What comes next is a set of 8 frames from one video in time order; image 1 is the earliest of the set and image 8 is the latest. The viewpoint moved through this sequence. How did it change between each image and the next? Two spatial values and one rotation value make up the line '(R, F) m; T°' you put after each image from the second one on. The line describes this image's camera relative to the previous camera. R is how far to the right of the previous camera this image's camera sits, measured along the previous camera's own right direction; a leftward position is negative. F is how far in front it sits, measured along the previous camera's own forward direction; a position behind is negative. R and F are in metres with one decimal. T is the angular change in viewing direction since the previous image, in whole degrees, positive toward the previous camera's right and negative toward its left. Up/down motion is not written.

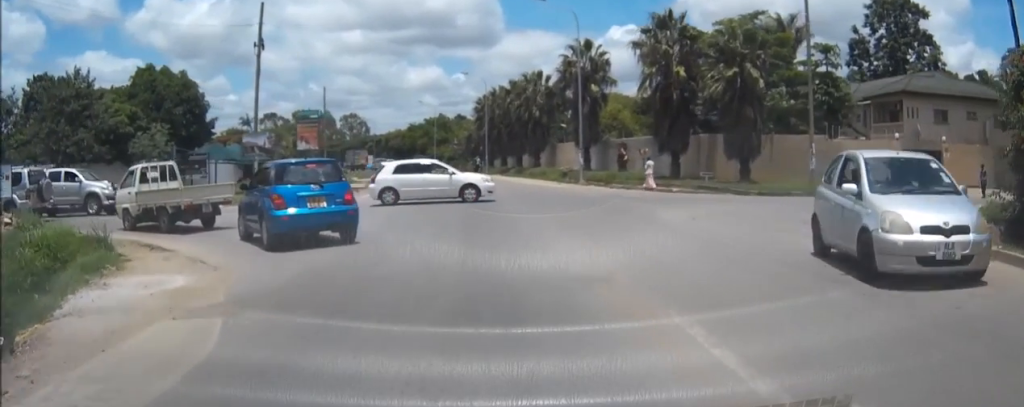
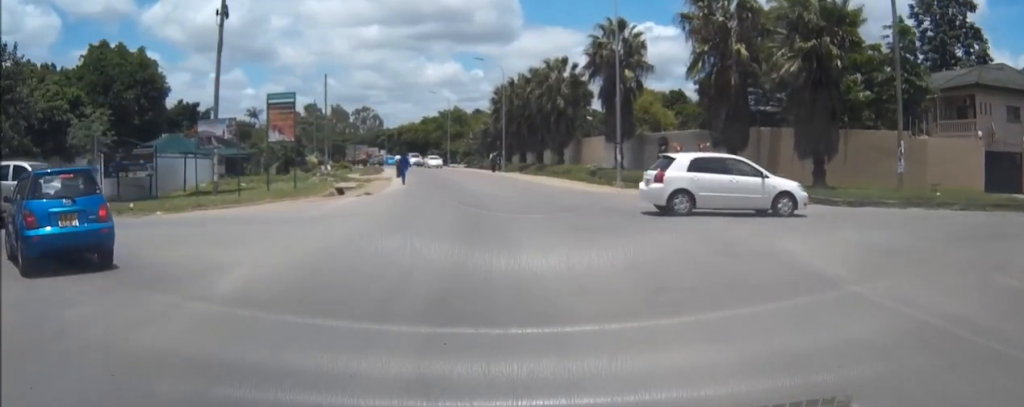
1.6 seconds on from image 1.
(+0.1, +7.7) m; 0°
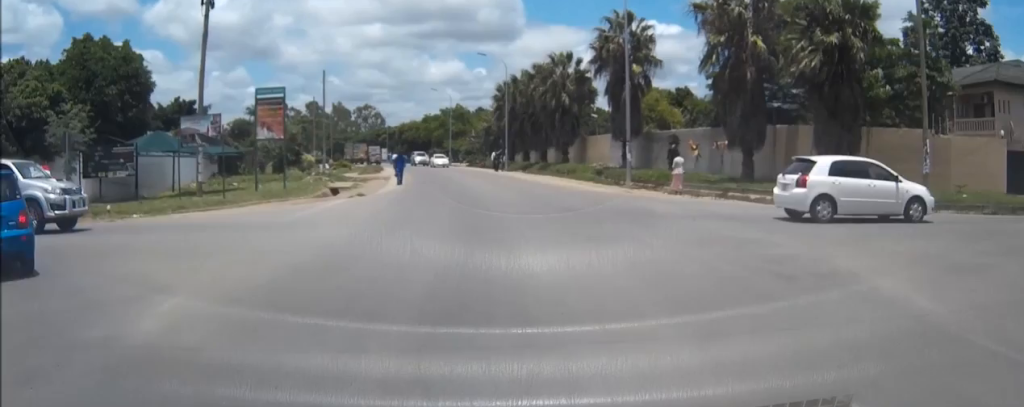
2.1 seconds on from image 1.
(0.0, +2.0) m; -1°
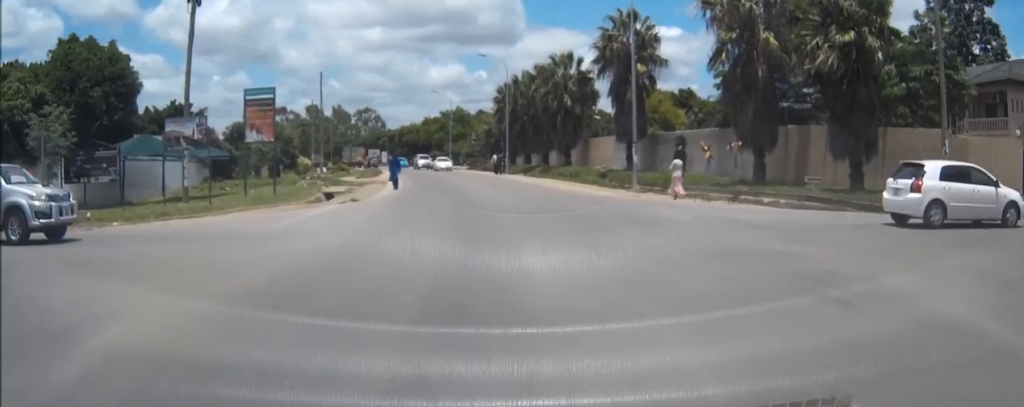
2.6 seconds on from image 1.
(-0.1, +1.4) m; 0°
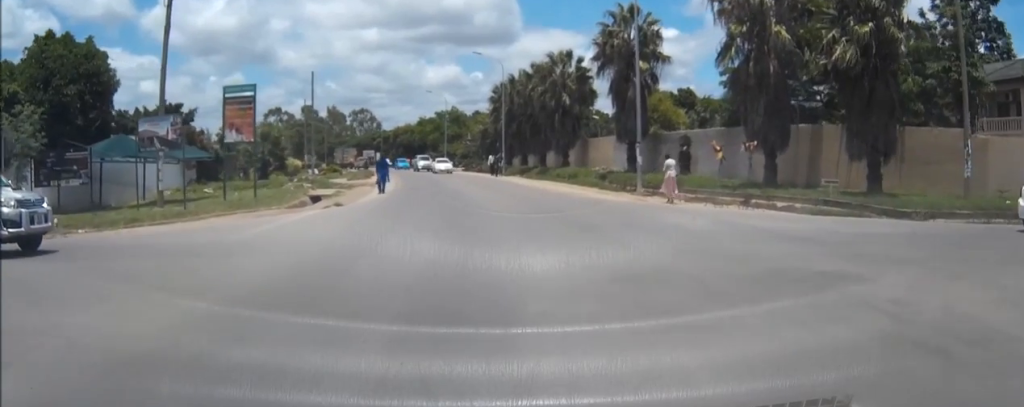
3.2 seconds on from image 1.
(-0.1, +2.0) m; +2°
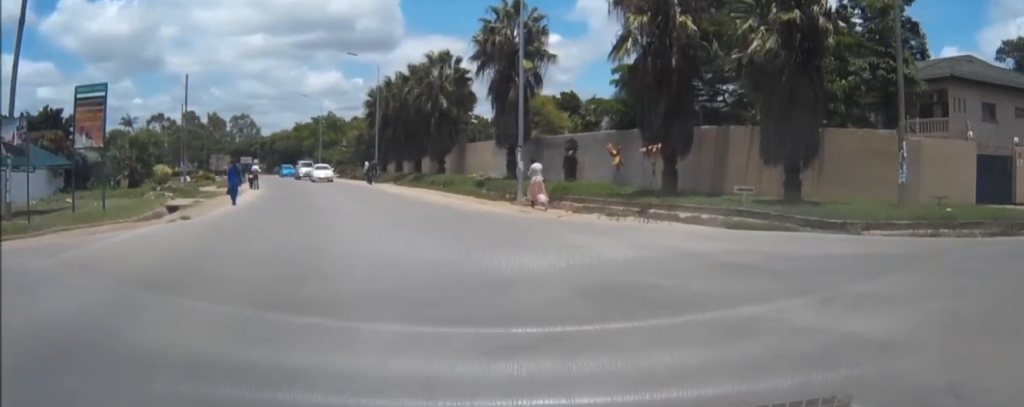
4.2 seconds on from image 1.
(+0.3, +3.0) m; +12°
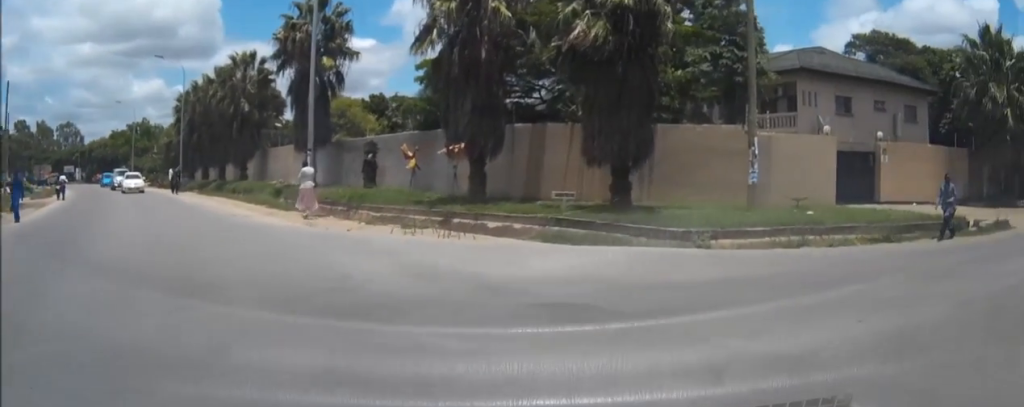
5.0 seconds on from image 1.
(+0.1, +2.5) m; +12°
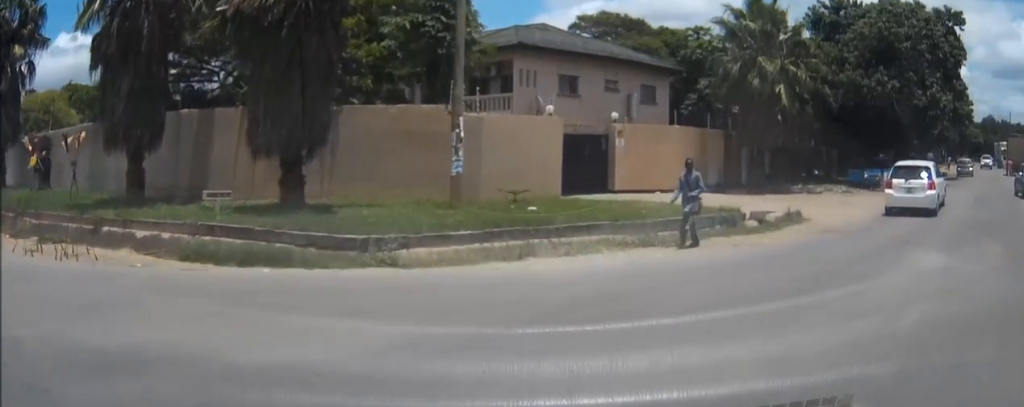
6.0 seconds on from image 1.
(+0.5, +3.7) m; +19°
